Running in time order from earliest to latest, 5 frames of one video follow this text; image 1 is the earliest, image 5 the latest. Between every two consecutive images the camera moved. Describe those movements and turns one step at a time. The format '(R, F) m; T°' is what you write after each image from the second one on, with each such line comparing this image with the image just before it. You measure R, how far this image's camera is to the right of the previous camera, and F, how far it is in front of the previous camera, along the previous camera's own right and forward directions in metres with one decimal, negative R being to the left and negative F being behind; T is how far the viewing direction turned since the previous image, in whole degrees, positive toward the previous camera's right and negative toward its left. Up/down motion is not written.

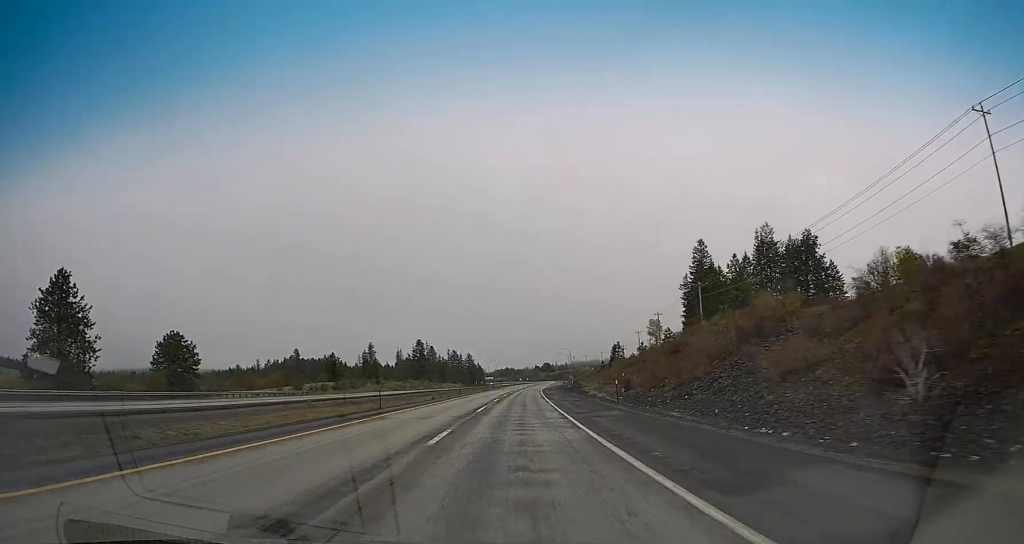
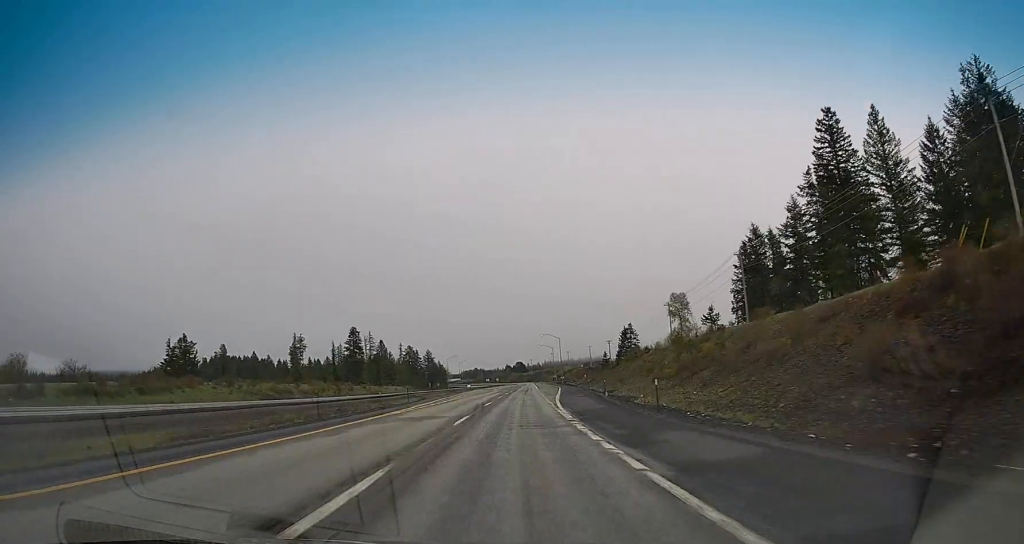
(+1.6, +86.7) m; +3°
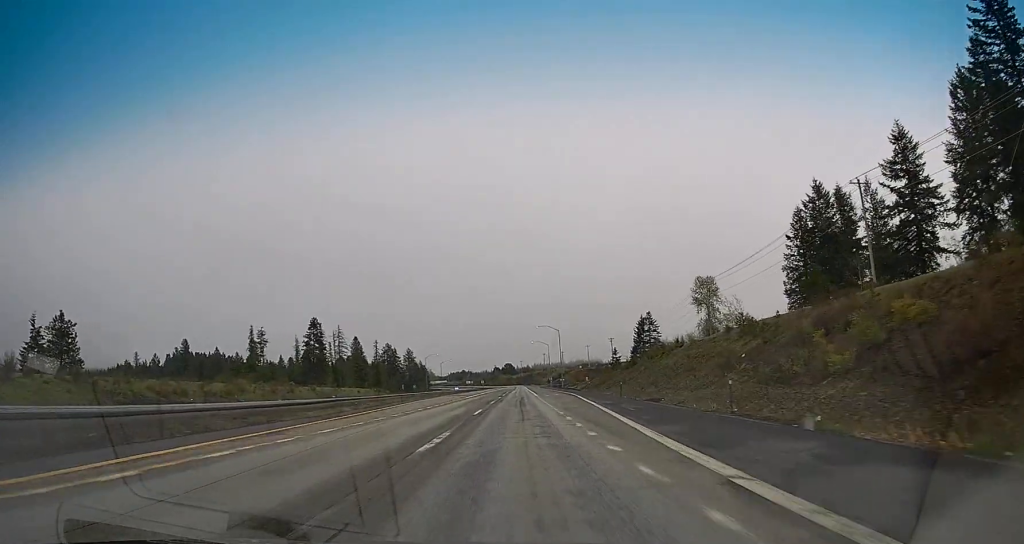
(+0.6, +39.4) m; +1°
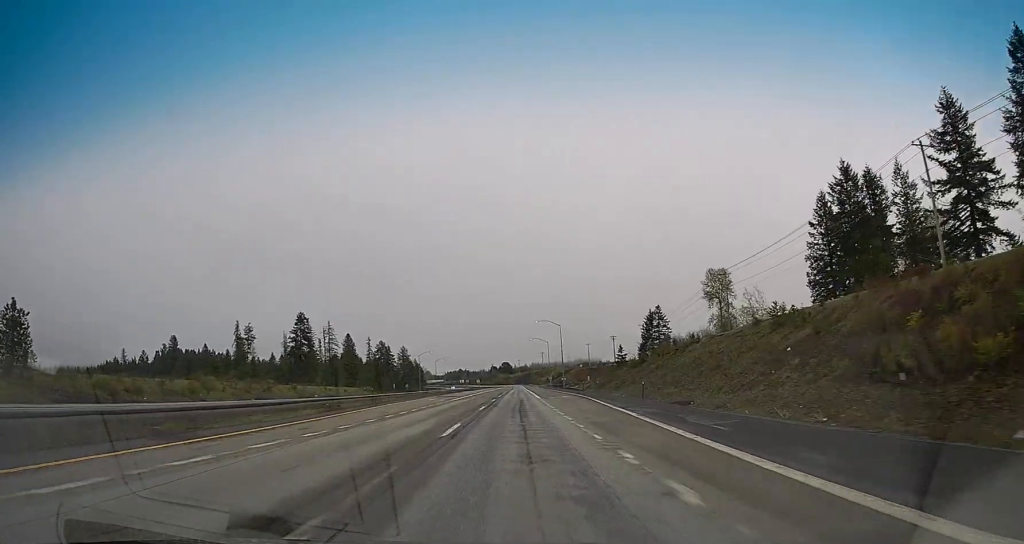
(-0.1, +11.8) m; 0°
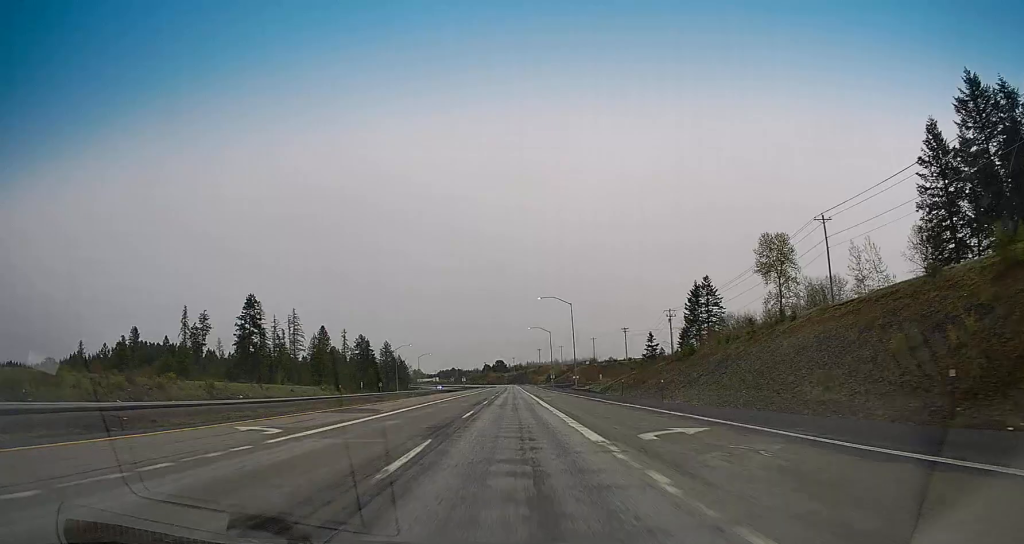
(+0.3, +38.4) m; +2°
